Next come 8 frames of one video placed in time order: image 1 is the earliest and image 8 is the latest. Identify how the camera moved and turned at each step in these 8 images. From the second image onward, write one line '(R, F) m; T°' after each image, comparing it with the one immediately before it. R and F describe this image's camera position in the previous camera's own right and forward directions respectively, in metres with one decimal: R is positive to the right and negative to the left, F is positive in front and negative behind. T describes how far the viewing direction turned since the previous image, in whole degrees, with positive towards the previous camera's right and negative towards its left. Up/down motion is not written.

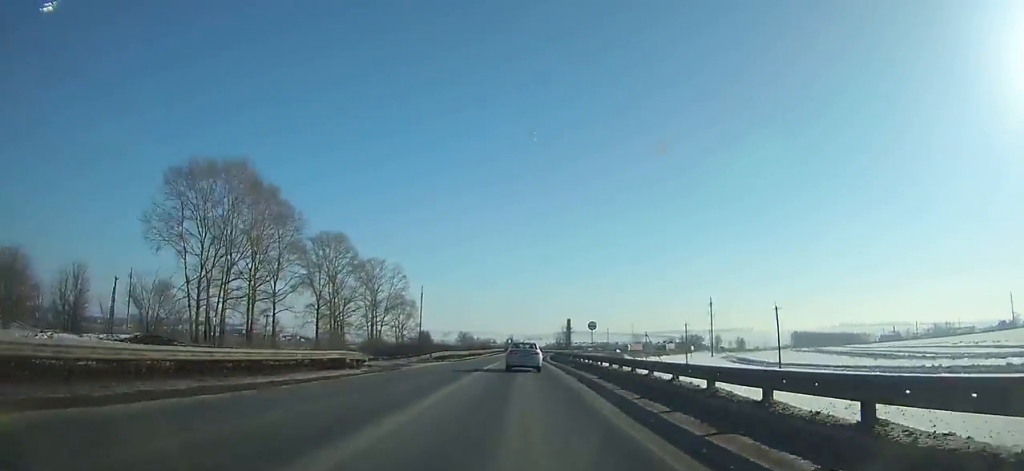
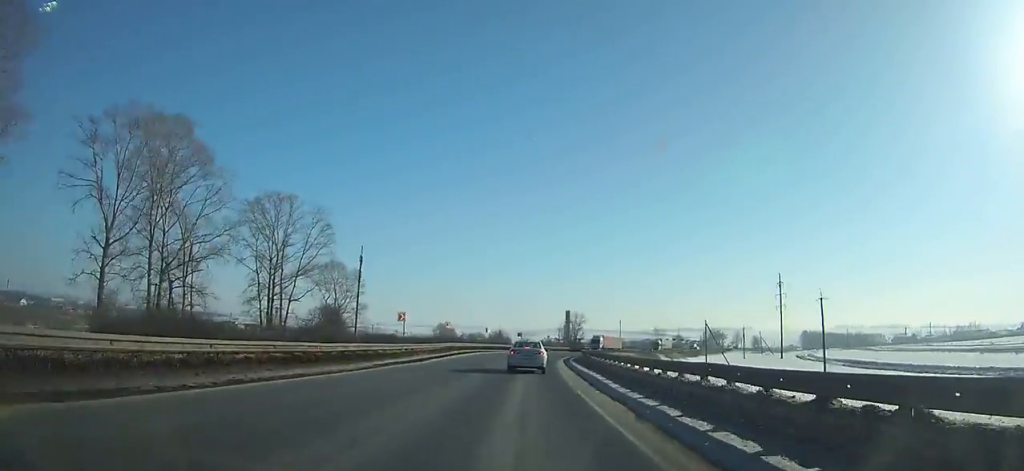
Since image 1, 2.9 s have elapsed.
(+0.8, +61.1) m; +4°
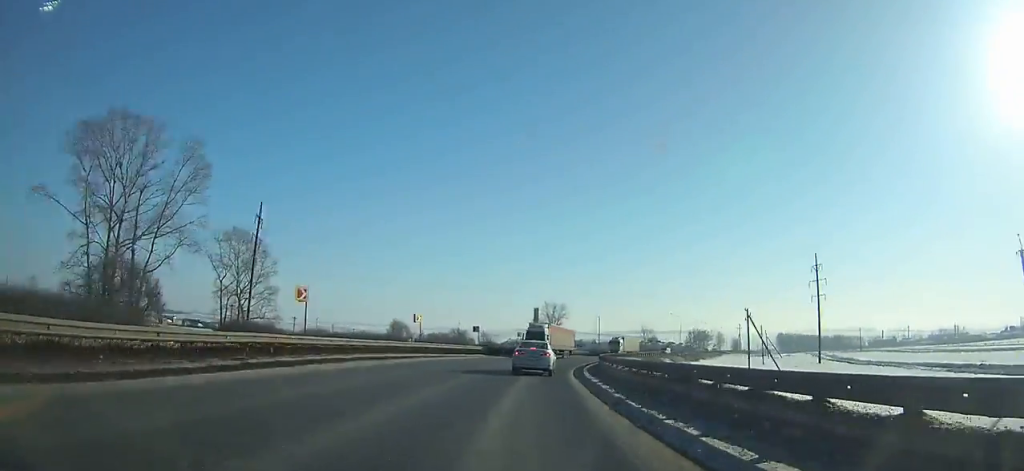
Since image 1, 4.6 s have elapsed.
(-0.3, +35.1) m; +4°
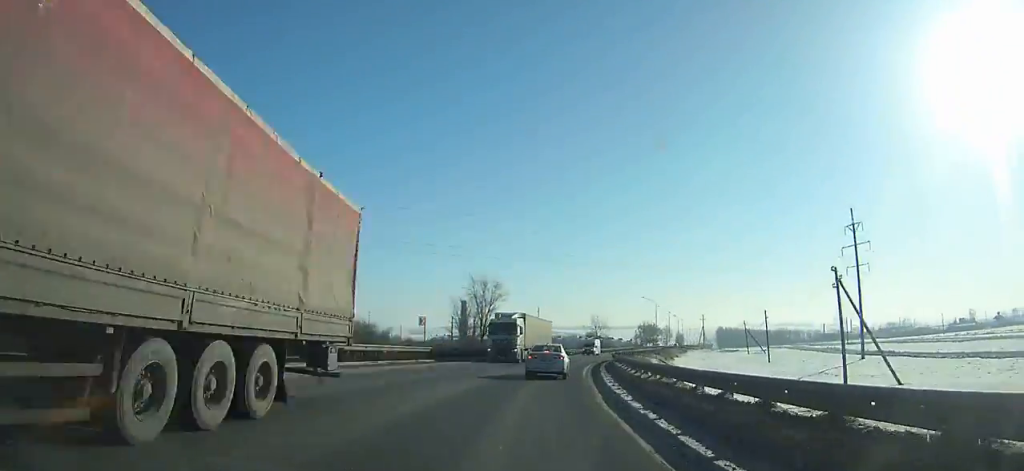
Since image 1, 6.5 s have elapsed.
(+2.8, +37.4) m; +6°
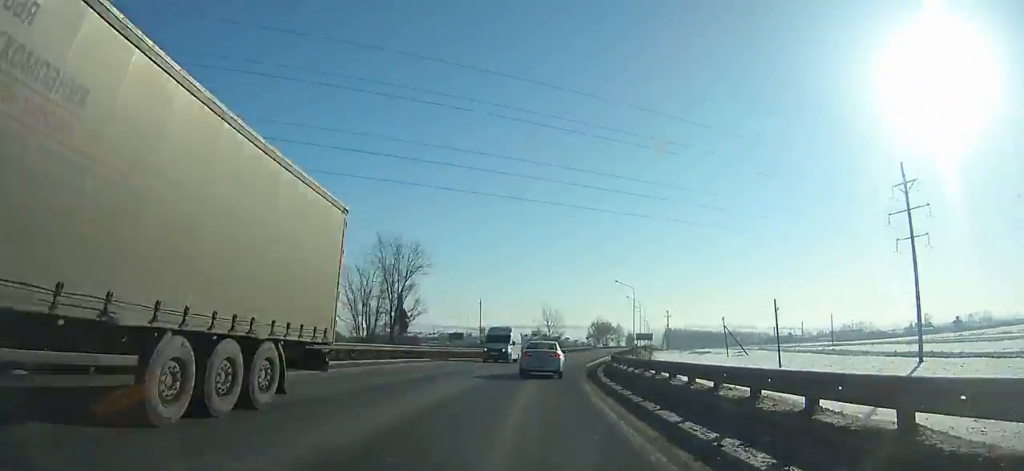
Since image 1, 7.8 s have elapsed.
(-0.5, +25.5) m; +5°
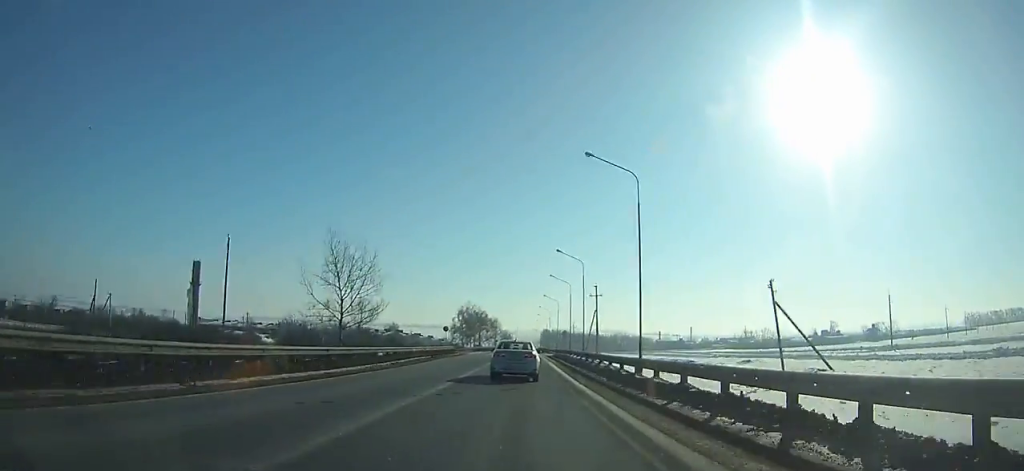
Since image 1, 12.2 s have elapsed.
(+10.5, +82.1) m; +9°
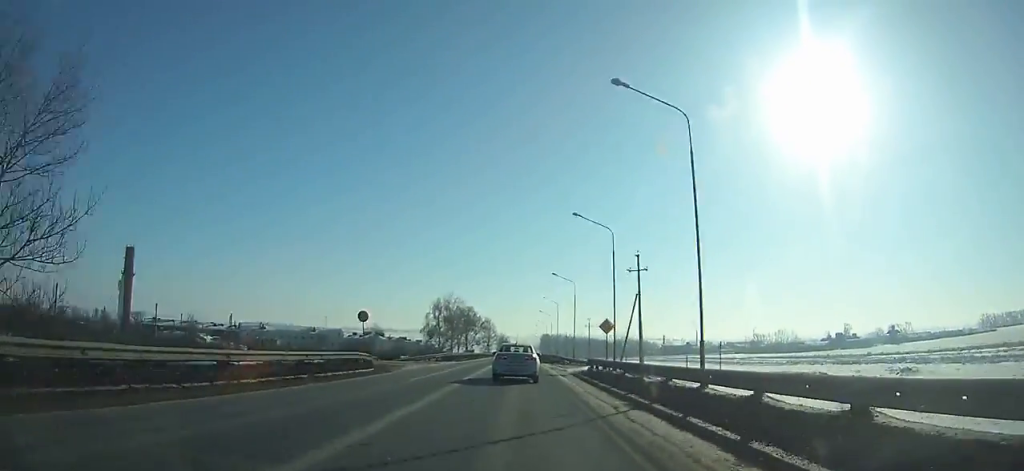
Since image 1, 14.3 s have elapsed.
(+0.8, +39.0) m; +1°
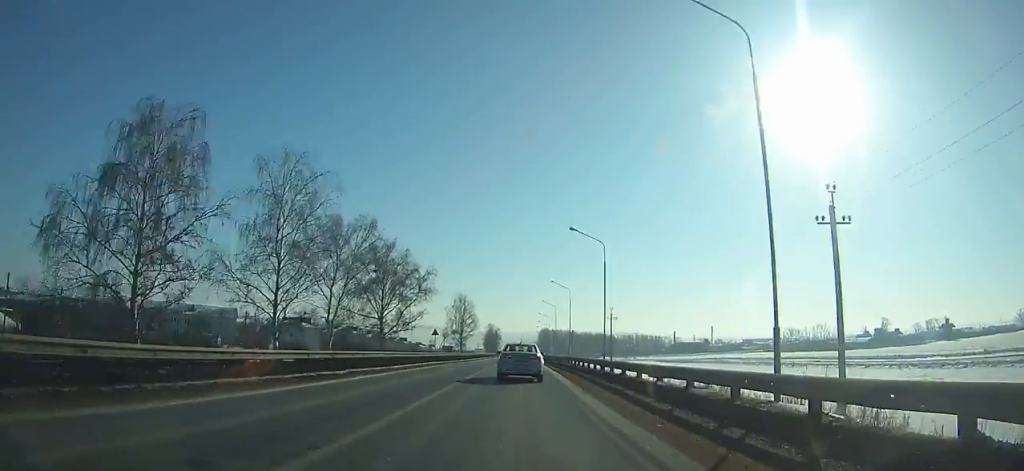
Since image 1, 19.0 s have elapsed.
(-0.1, +87.3) m; 0°
